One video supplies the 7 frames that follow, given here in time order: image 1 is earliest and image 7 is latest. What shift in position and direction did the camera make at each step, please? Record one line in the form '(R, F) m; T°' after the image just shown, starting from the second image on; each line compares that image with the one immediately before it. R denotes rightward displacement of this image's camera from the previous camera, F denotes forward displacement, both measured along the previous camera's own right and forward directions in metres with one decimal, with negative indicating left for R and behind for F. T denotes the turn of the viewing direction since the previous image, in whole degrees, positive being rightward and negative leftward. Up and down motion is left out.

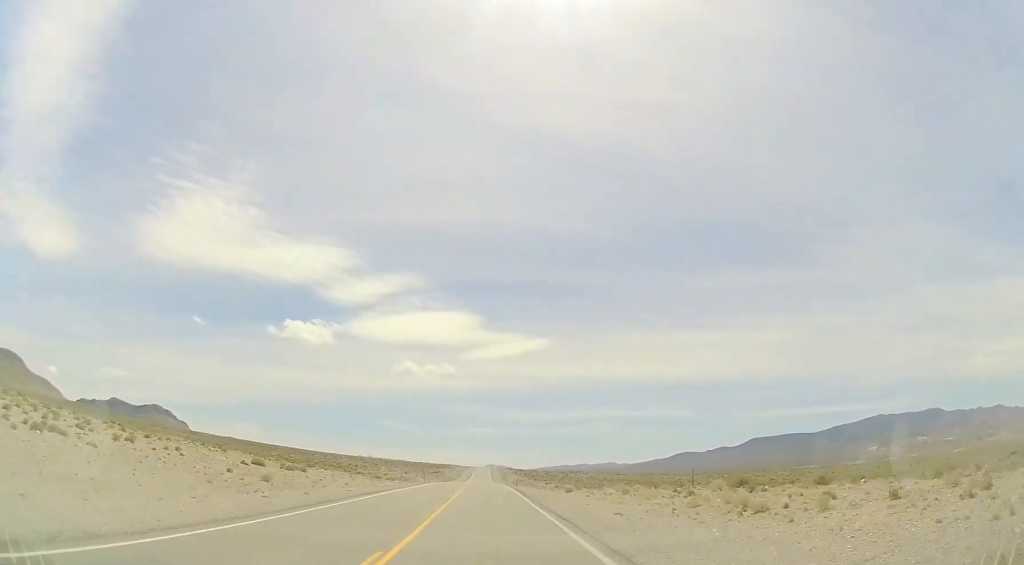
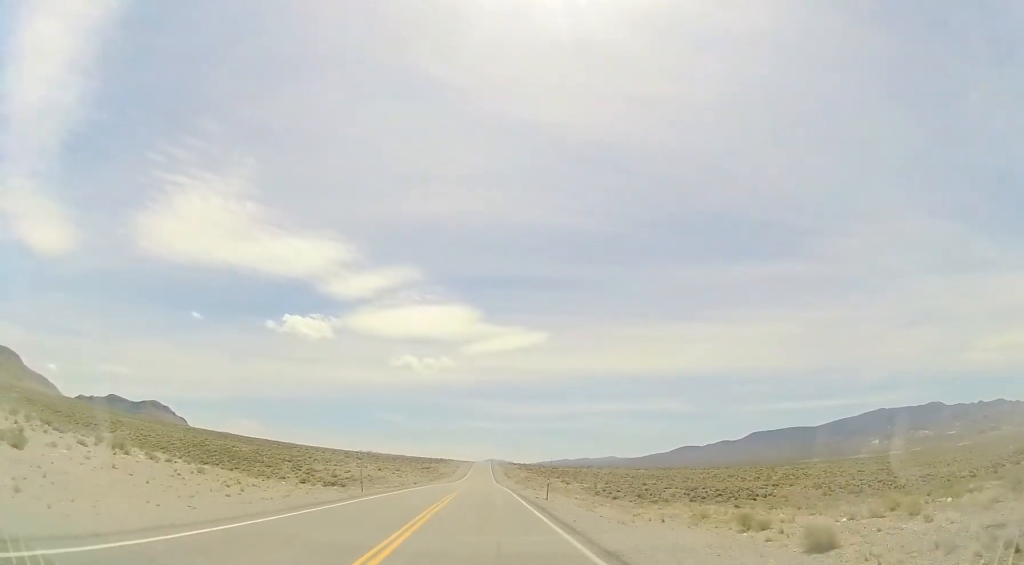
(+0.5, +32.4) m; +1°
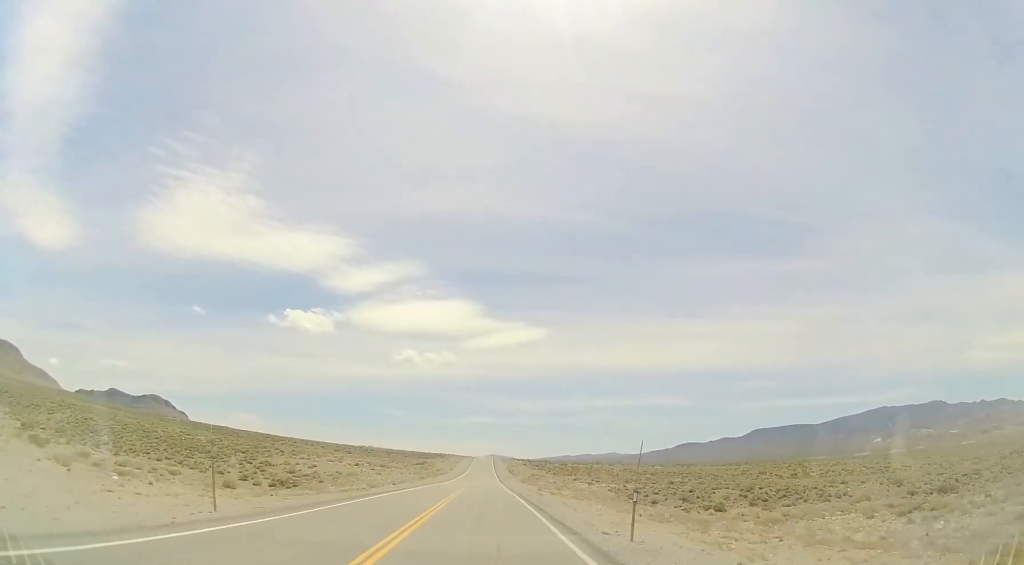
(0.0, +18.8) m; 0°
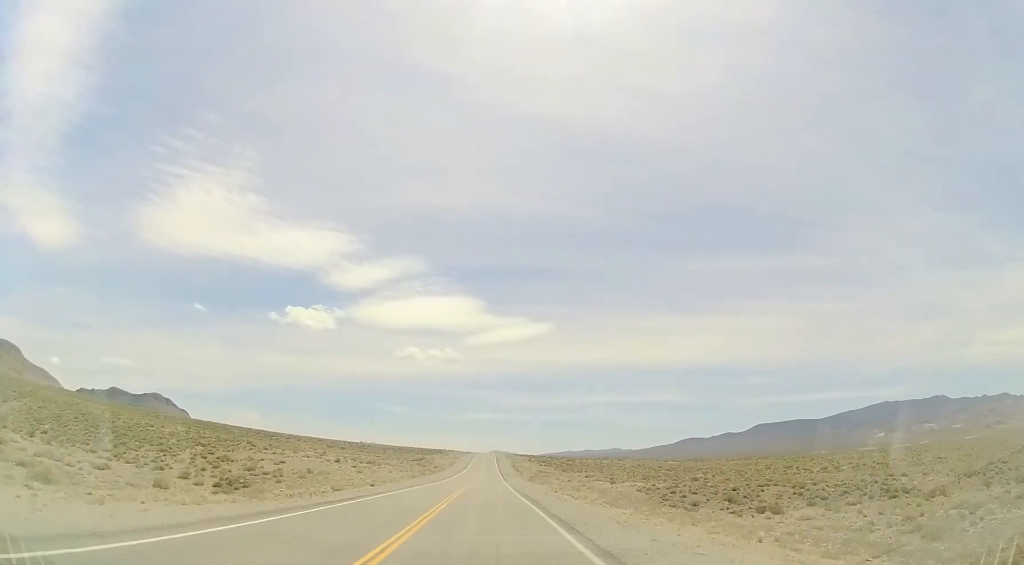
(-0.5, +12.1) m; 0°
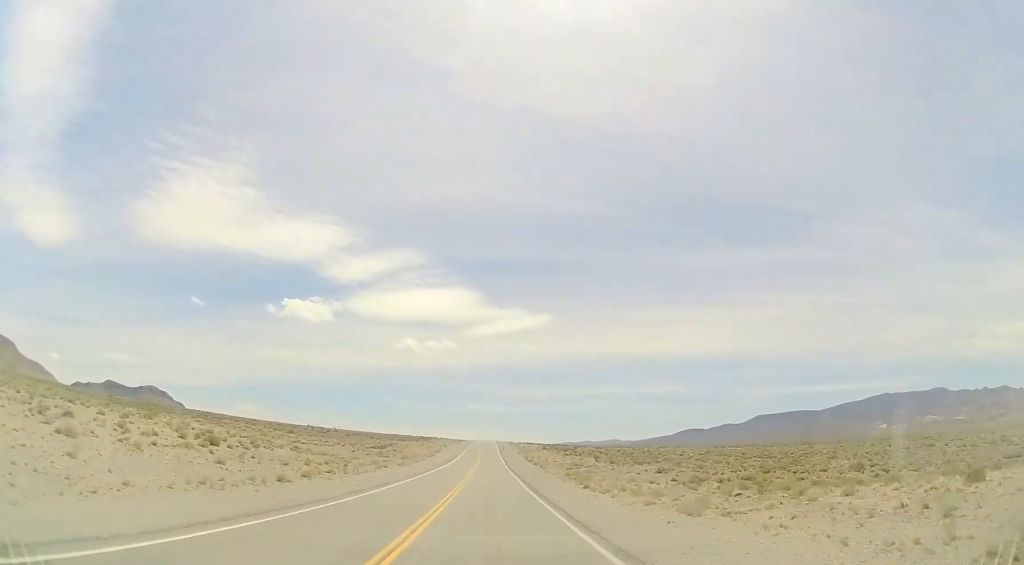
(+0.6, +48.7) m; 0°
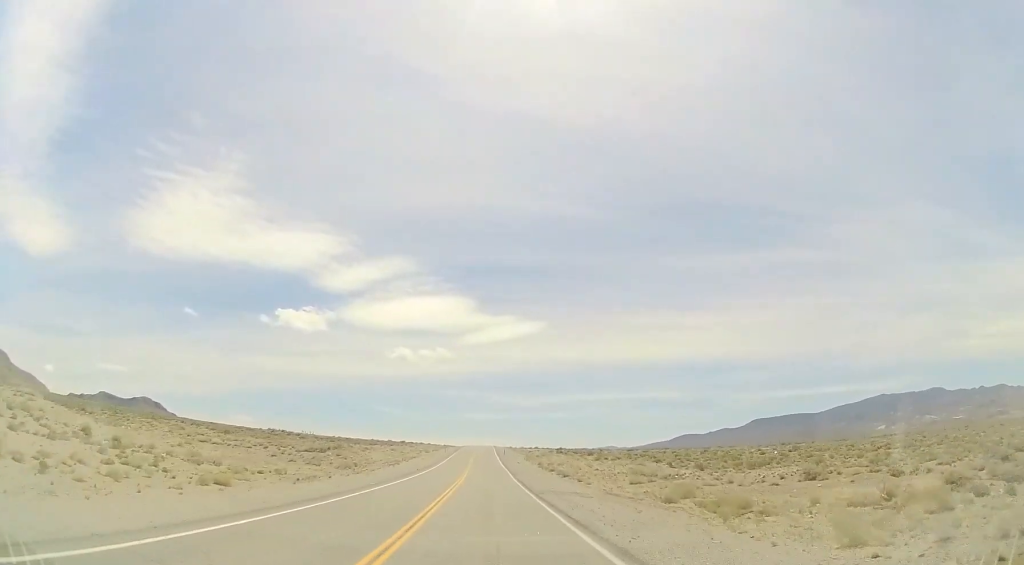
(-0.4, +33.4) m; -1°
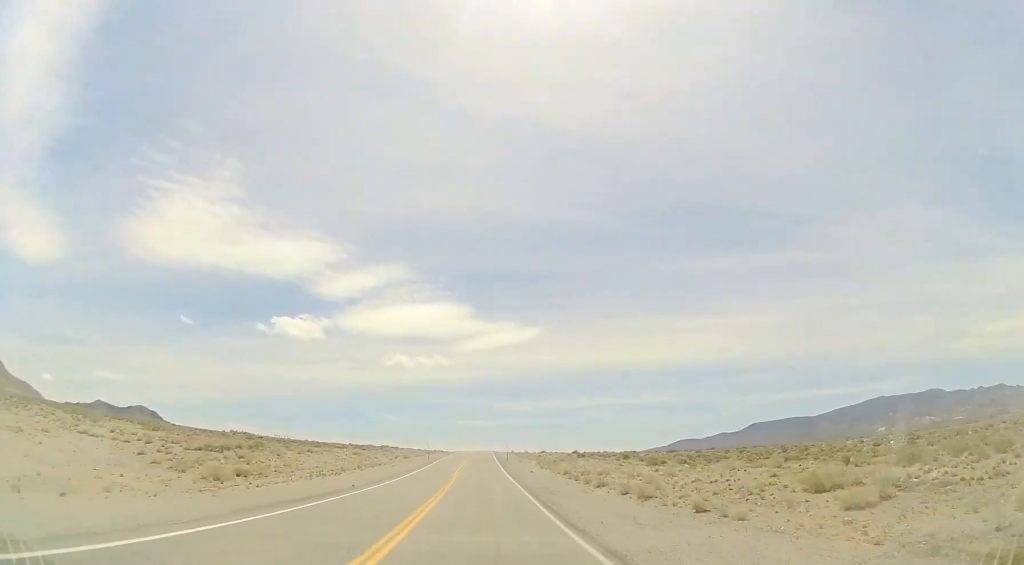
(0.0, +24.2) m; +1°
